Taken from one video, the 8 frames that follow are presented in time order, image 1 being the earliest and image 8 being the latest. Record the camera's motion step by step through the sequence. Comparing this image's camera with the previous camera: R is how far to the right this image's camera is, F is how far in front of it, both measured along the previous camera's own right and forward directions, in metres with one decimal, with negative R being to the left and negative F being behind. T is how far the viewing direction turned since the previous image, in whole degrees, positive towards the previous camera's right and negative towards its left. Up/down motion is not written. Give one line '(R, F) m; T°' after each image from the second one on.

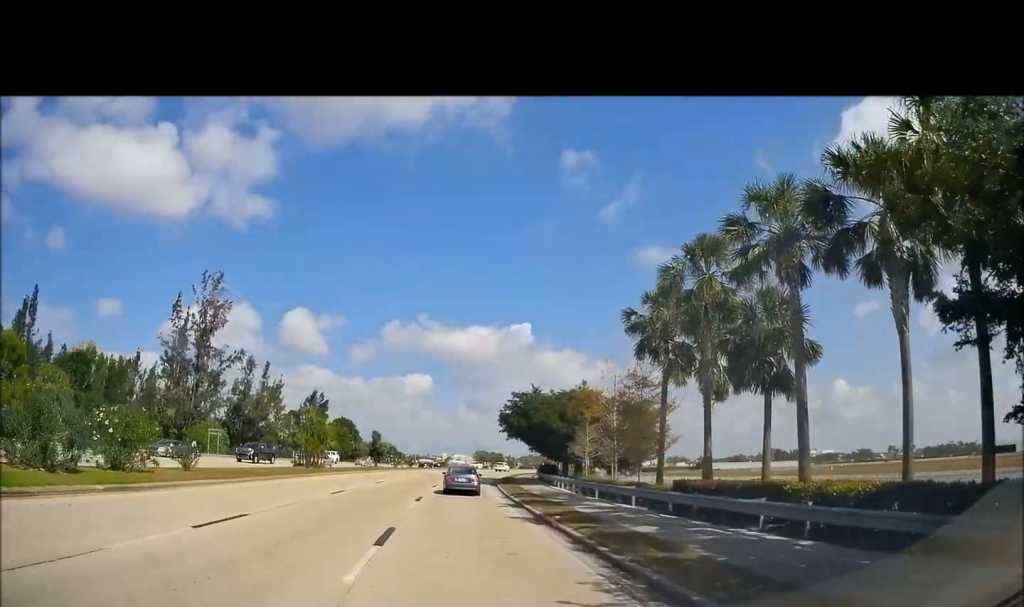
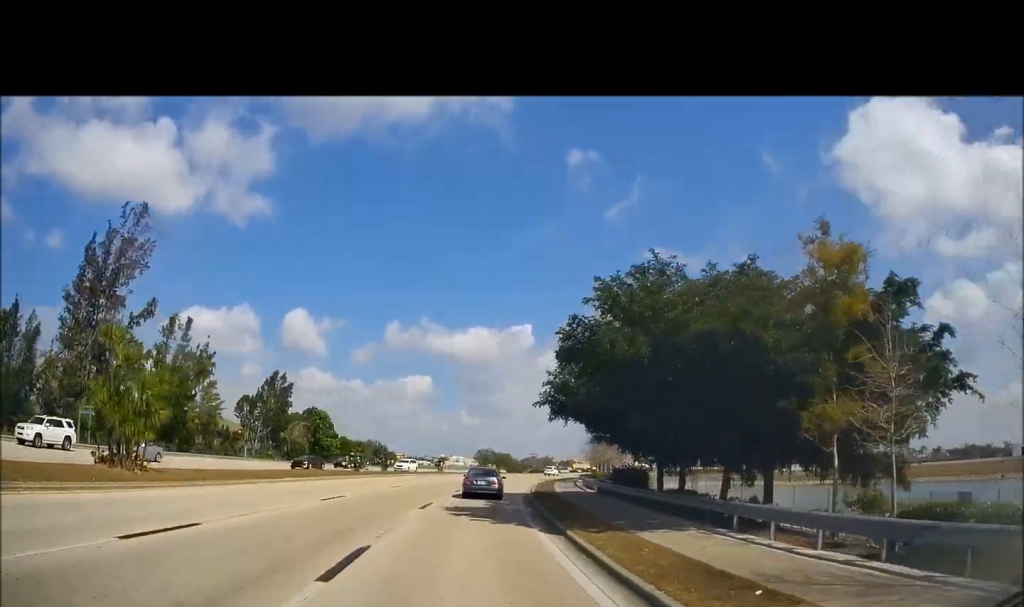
(-0.4, +43.3) m; +1°
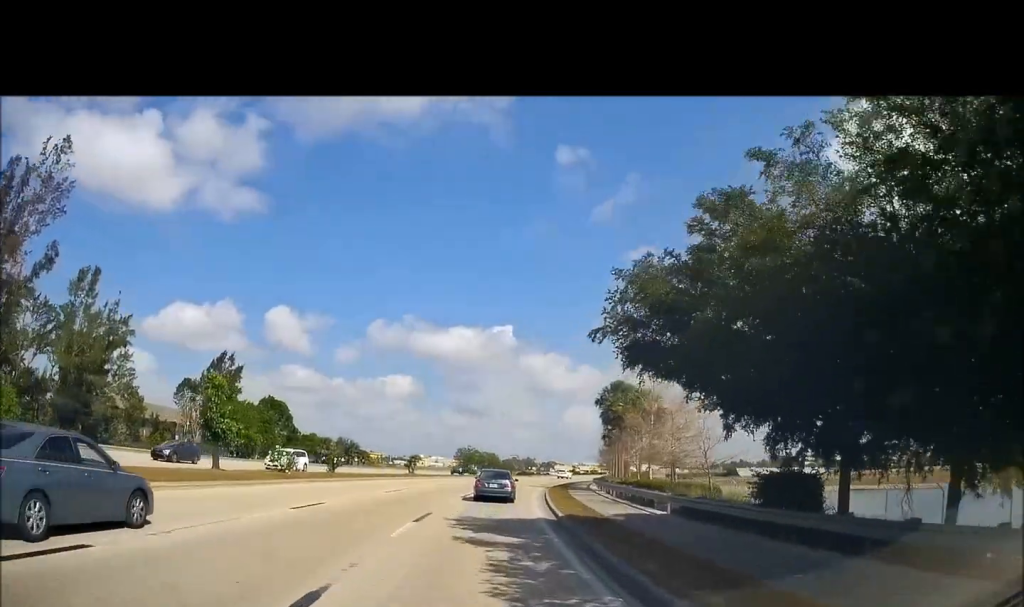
(+0.8, +16.0) m; +1°
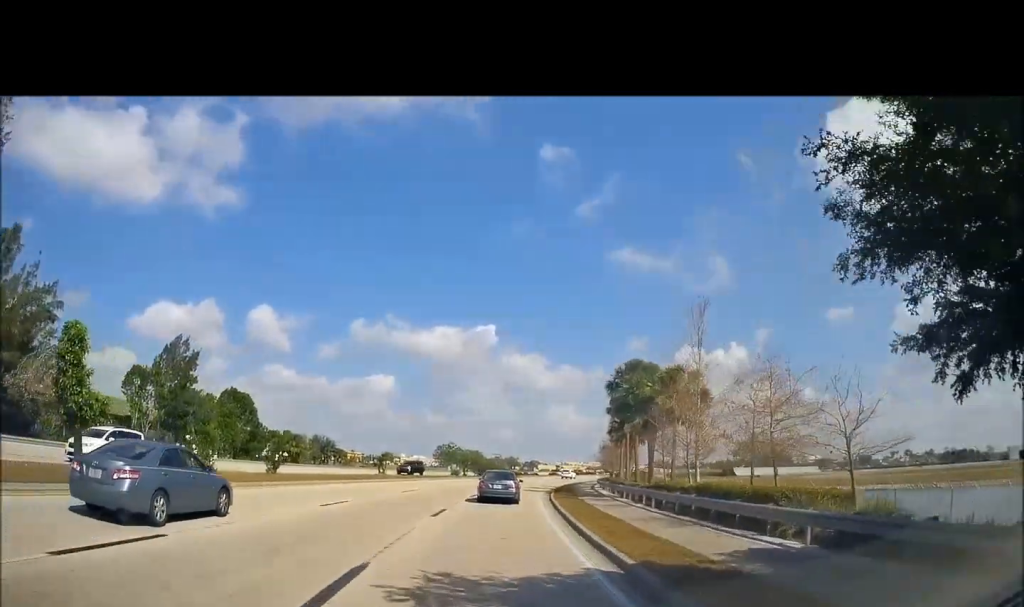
(-0.3, +9.9) m; +1°
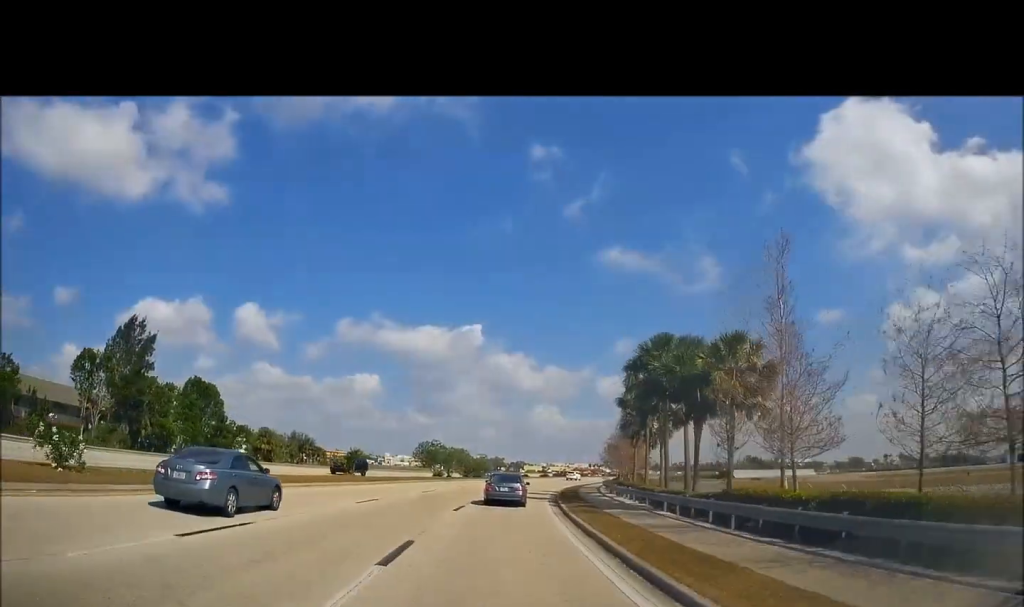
(-0.3, +8.7) m; +1°
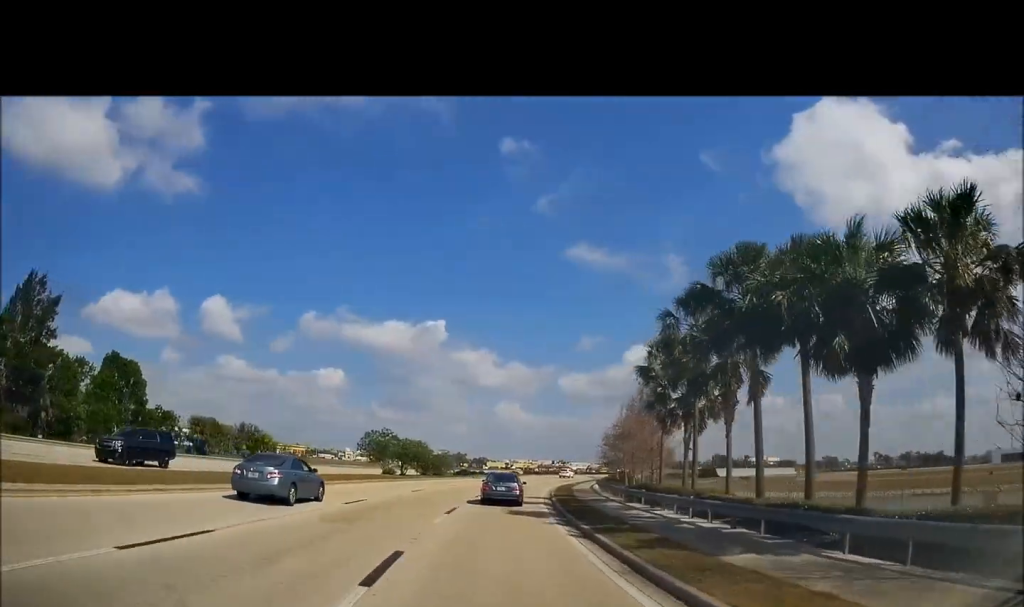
(+0.7, +13.6) m; +4°
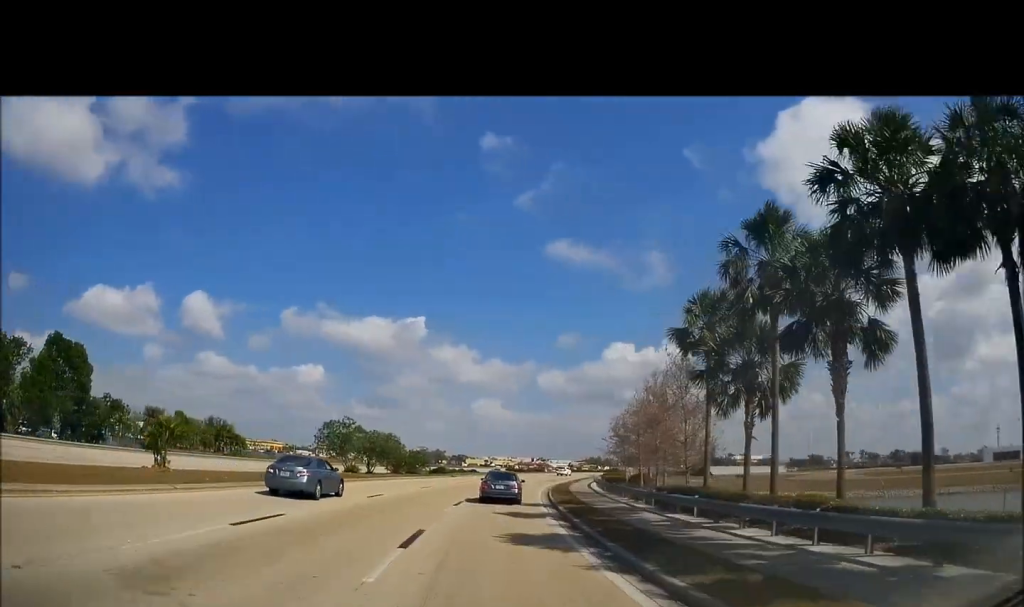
(+0.2, +8.4) m; +3°
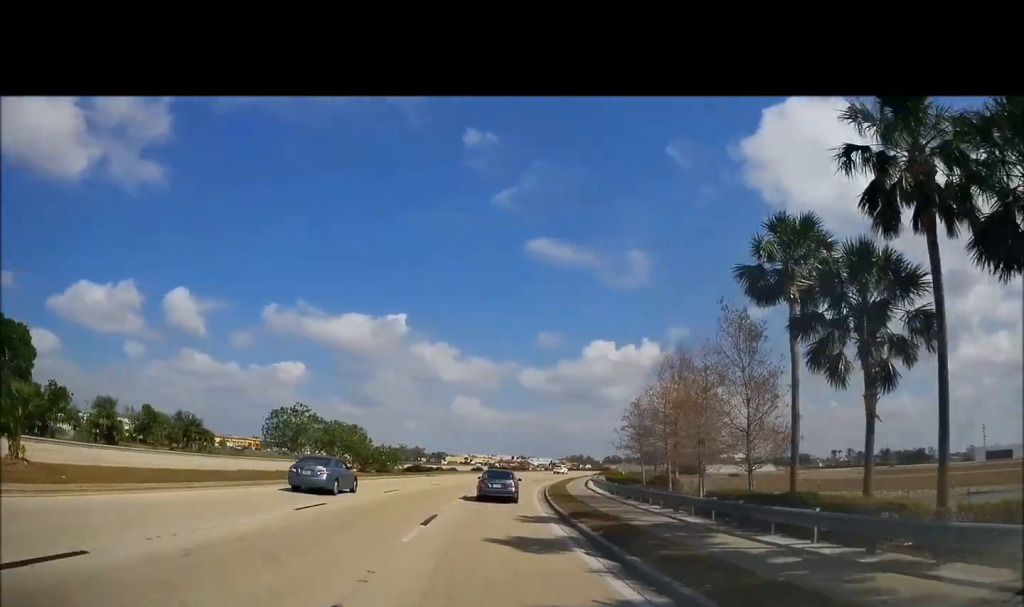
(0.0, +7.9) m; +2°
